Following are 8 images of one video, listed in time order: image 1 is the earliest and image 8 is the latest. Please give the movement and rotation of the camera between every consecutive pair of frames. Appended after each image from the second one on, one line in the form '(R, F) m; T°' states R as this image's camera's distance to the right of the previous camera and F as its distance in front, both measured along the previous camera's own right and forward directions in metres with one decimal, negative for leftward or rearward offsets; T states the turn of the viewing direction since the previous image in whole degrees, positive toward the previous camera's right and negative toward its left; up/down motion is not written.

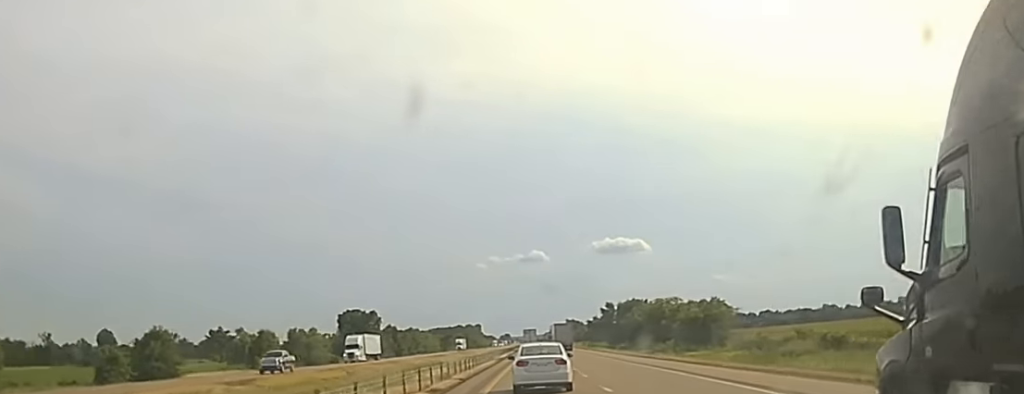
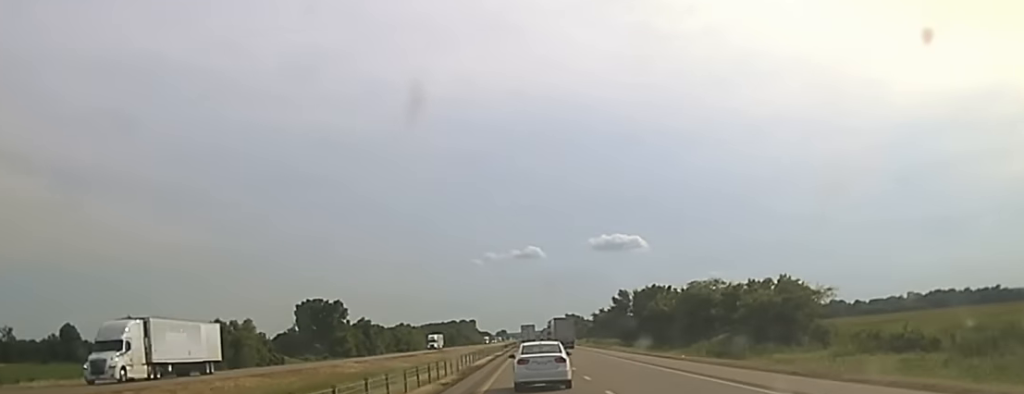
(-0.3, +50.7) m; 0°
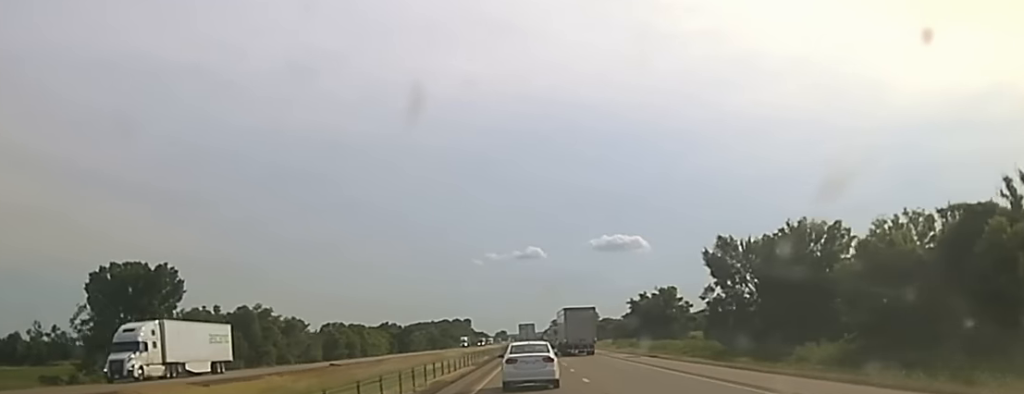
(+1.2, +122.6) m; 0°
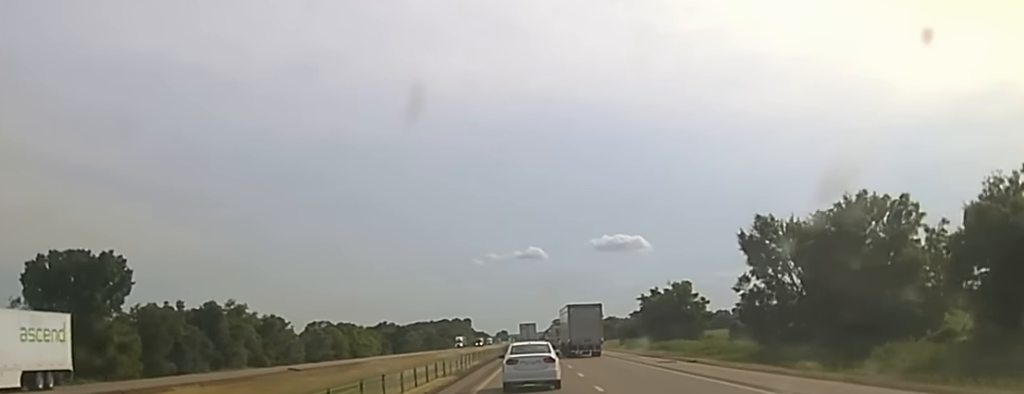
(+0.1, +17.2) m; 0°
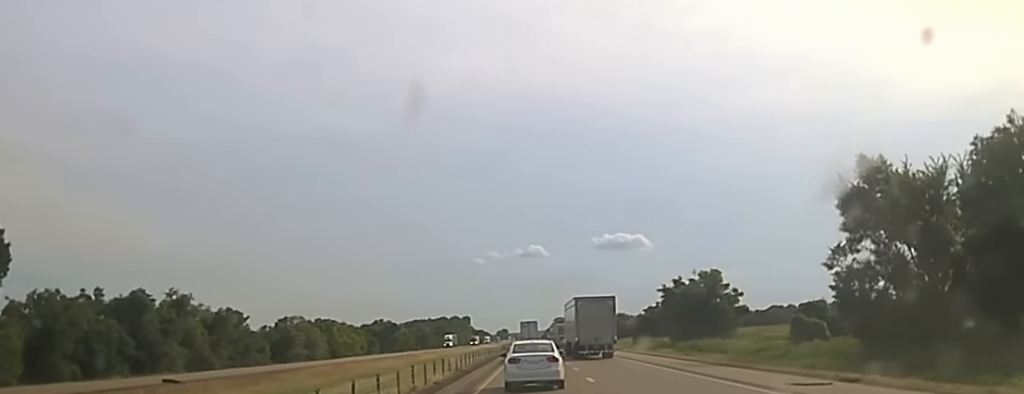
(+0.1, +27.6) m; 0°
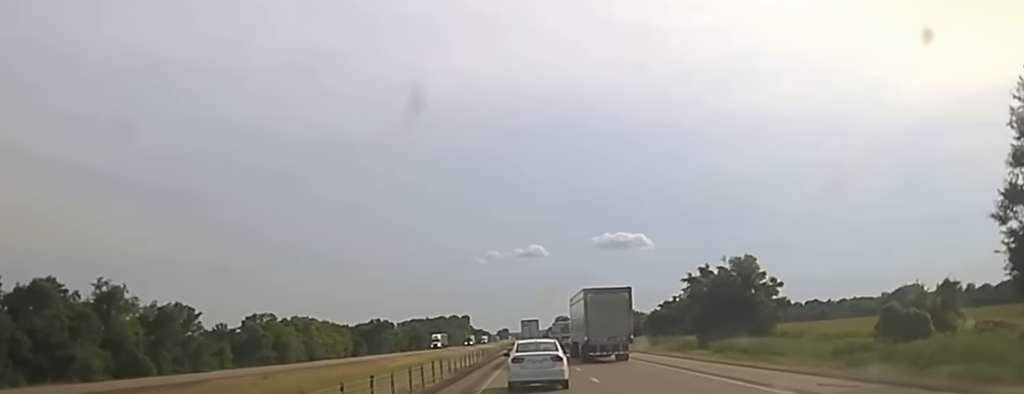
(-0.2, +26.0) m; 0°
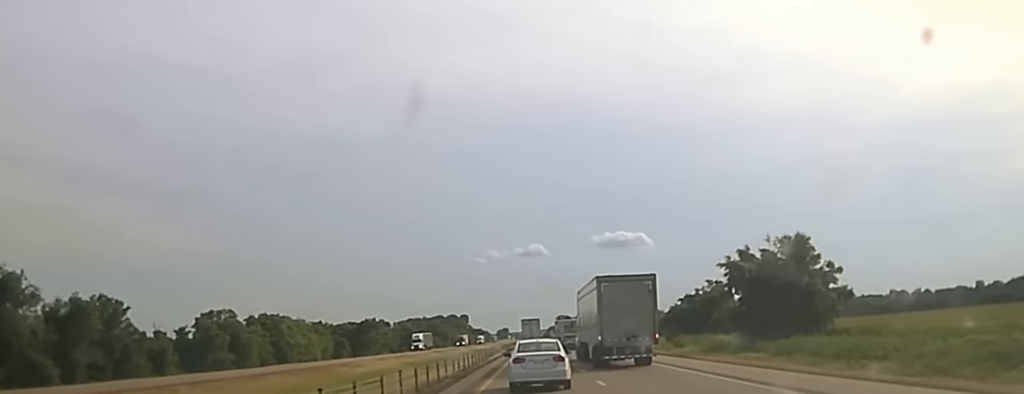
(+0.1, +27.3) m; 0°
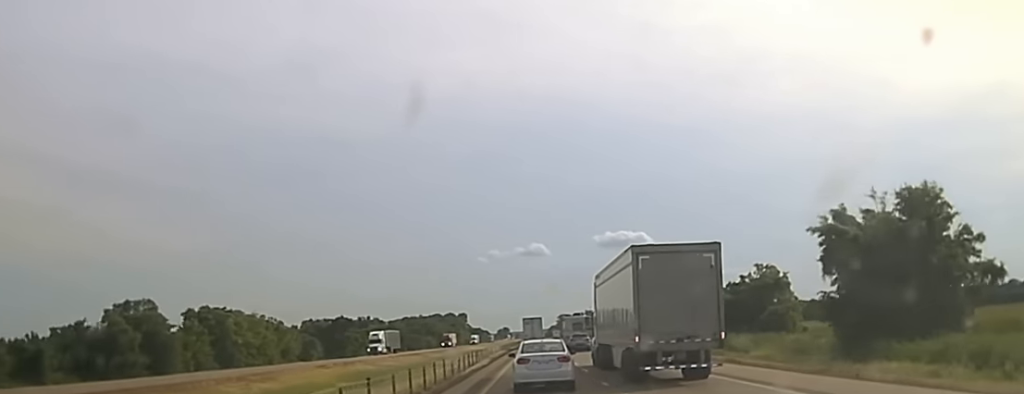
(0.0, +34.5) m; 0°
